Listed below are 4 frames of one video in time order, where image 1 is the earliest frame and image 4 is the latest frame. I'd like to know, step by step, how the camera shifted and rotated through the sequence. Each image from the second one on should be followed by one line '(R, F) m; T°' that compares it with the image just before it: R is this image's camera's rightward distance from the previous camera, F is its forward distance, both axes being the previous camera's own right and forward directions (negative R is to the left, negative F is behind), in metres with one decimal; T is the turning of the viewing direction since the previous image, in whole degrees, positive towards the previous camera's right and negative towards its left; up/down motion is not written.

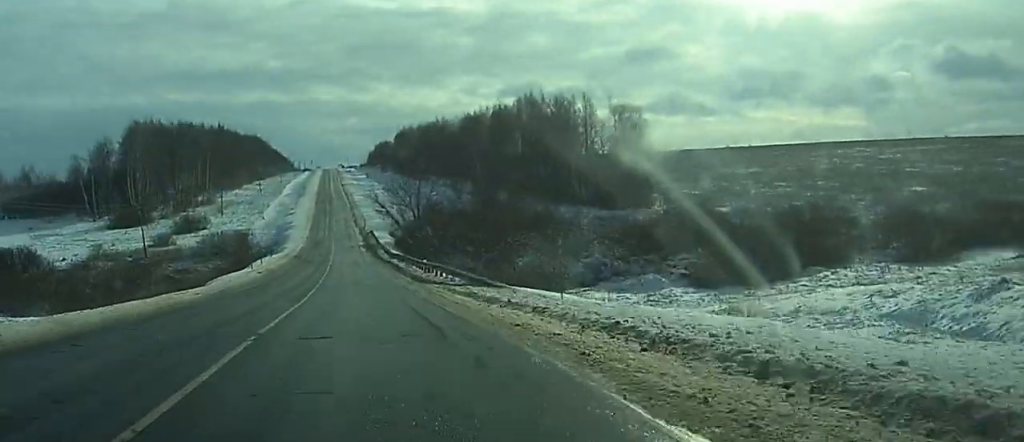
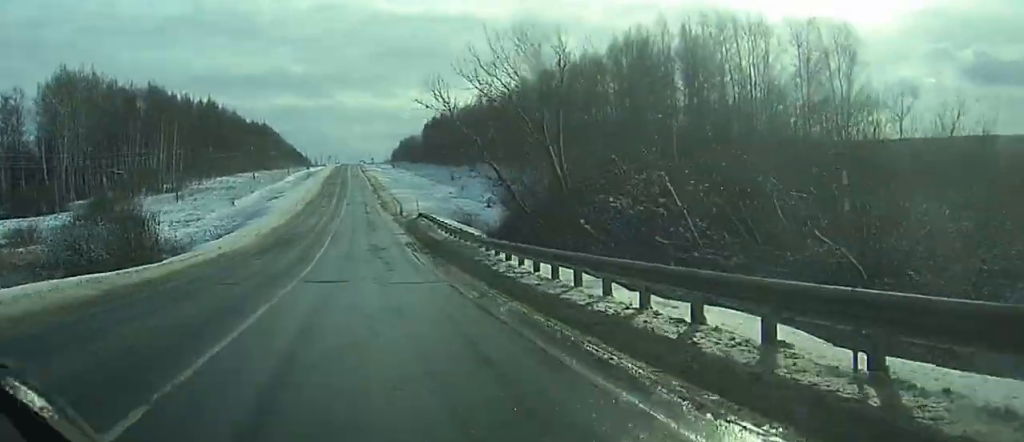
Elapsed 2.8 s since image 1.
(-0.4, +76.1) m; 0°
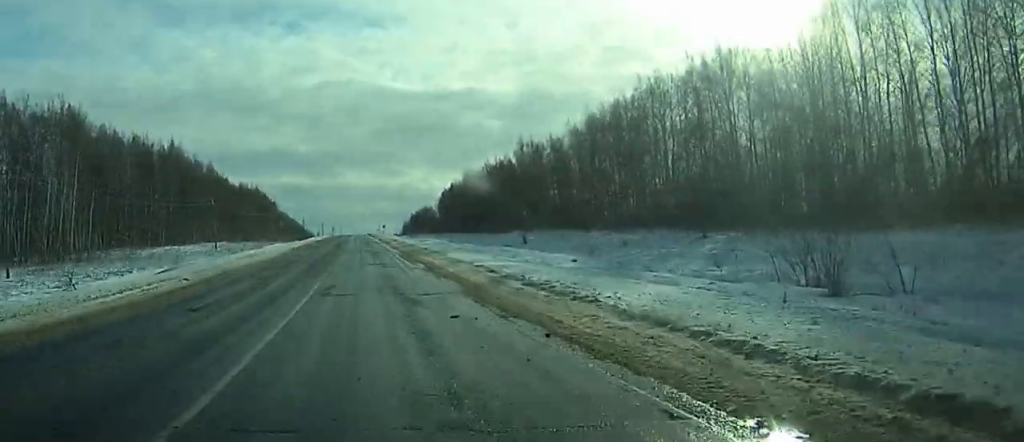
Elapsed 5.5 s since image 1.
(-1.0, +74.0) m; -2°
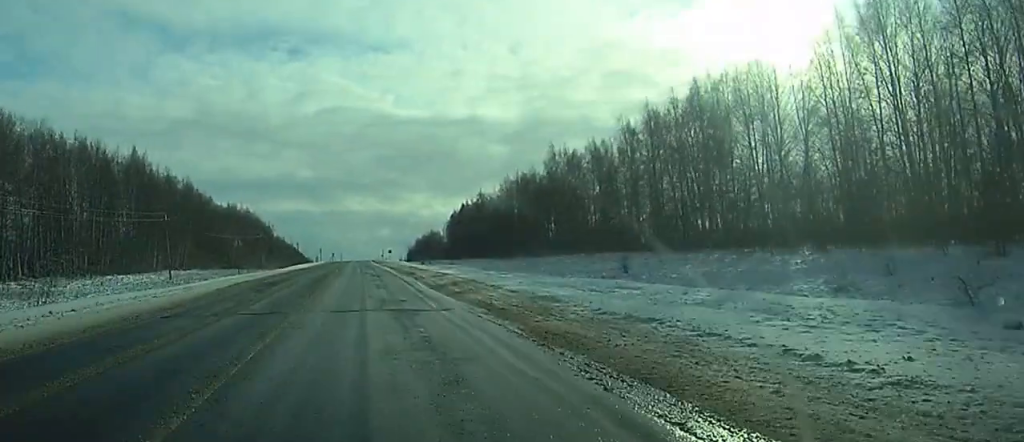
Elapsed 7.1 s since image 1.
(0.0, +42.1) m; 0°
